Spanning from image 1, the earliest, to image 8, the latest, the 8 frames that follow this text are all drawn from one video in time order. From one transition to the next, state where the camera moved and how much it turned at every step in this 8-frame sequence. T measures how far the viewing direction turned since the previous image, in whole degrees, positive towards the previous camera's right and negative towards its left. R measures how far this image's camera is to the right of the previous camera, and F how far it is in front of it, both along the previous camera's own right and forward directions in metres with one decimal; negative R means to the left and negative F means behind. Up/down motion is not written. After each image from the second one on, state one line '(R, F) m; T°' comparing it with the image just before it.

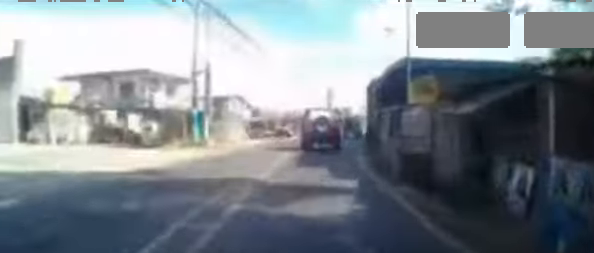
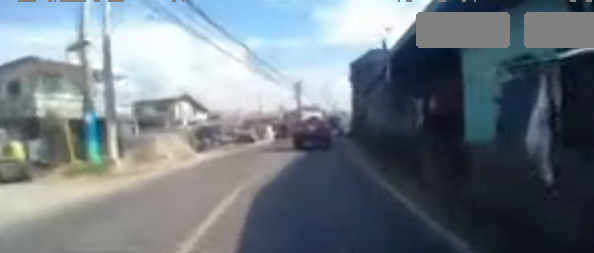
(+0.8, +6.5) m; +3°
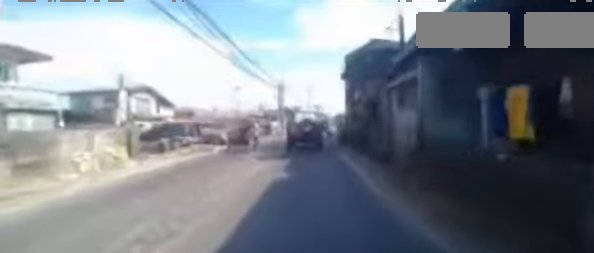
(-0.1, +4.2) m; +3°
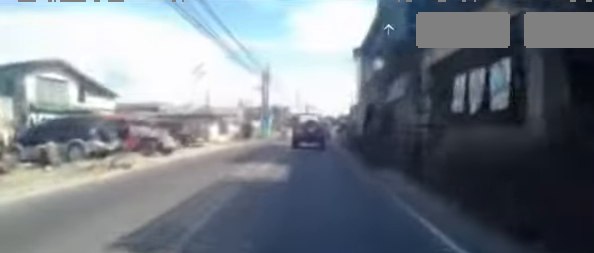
(+0.4, +8.2) m; +5°
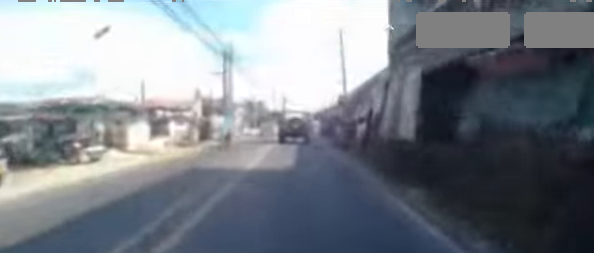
(+0.1, +7.3) m; +4°
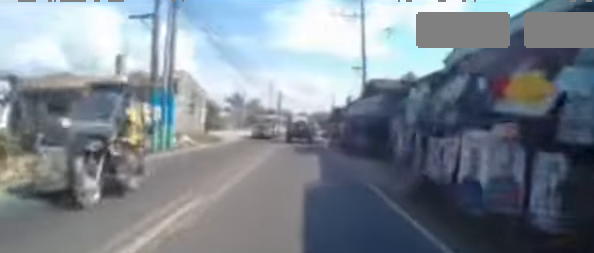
(+0.9, +11.9) m; +5°
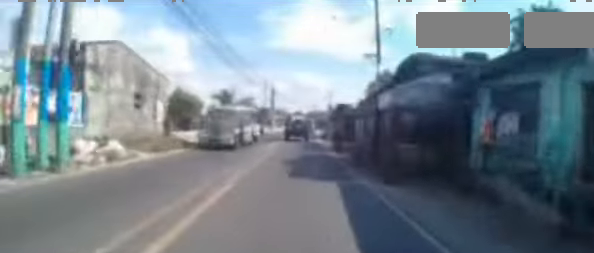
(-0.3, +5.6) m; -3°
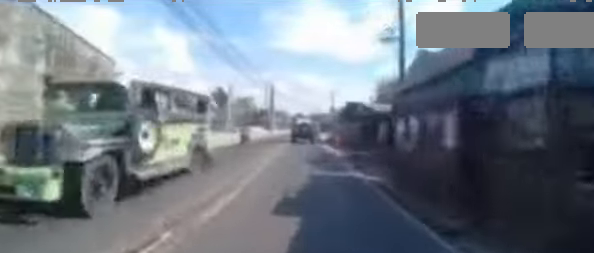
(-0.1, +4.7) m; 0°
